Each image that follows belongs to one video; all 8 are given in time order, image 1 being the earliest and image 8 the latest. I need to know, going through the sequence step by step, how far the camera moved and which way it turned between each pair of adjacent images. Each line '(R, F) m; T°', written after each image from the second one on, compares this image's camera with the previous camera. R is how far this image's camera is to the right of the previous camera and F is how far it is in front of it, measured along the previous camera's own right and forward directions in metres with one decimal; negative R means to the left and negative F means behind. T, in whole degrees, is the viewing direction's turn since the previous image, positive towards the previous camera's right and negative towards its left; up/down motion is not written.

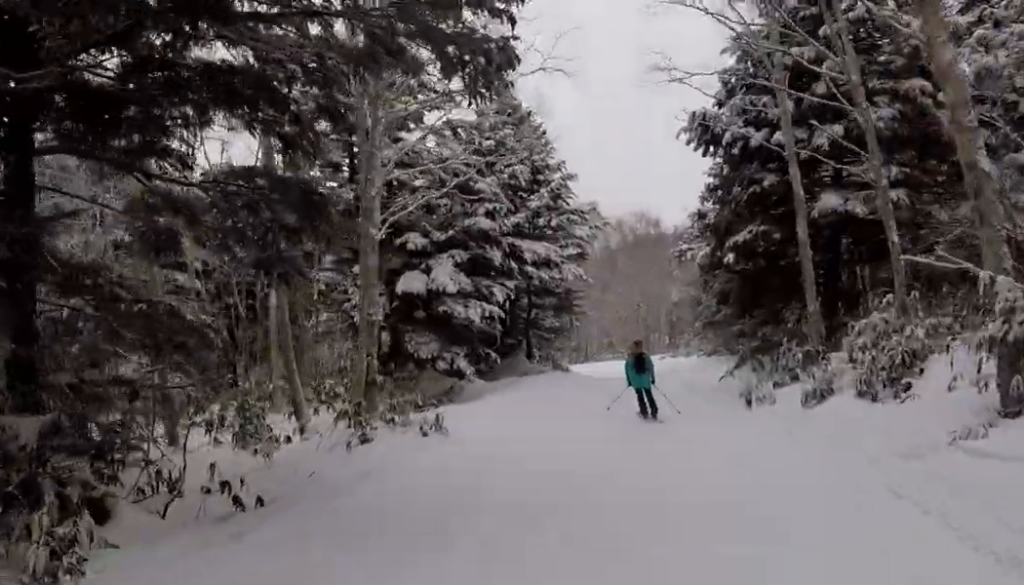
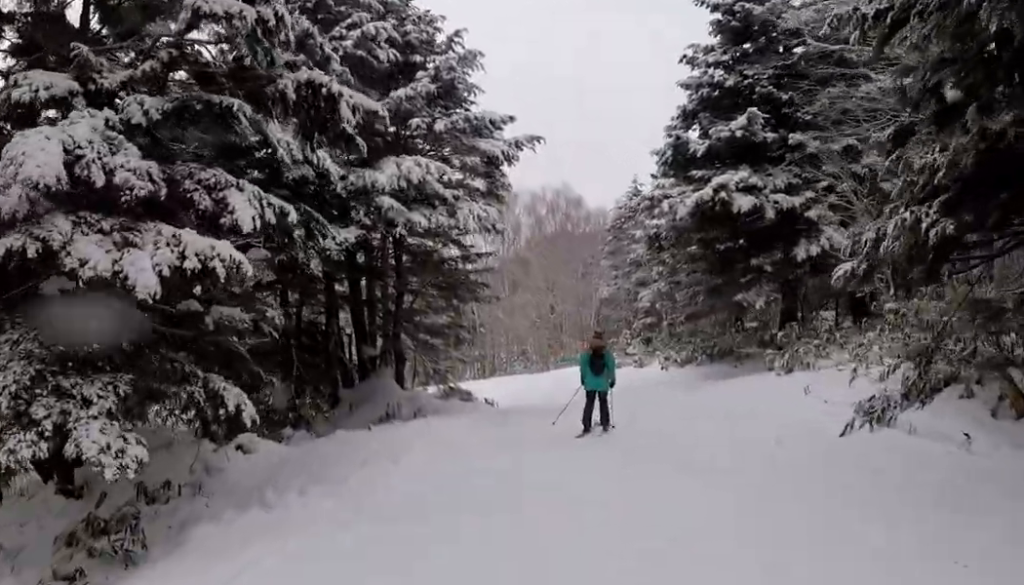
(-0.3, +13.6) m; +9°
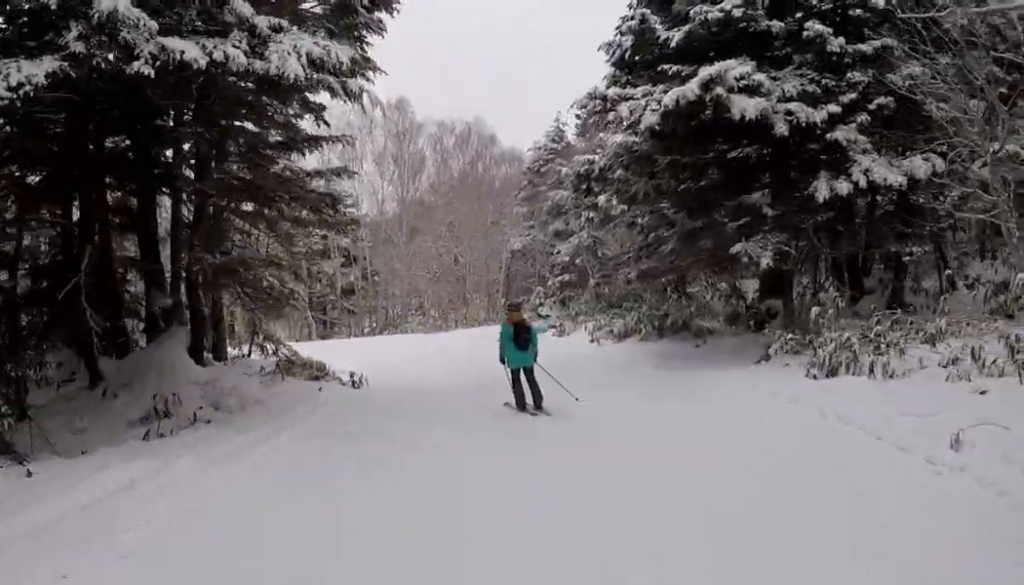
(+0.6, +7.0) m; +2°
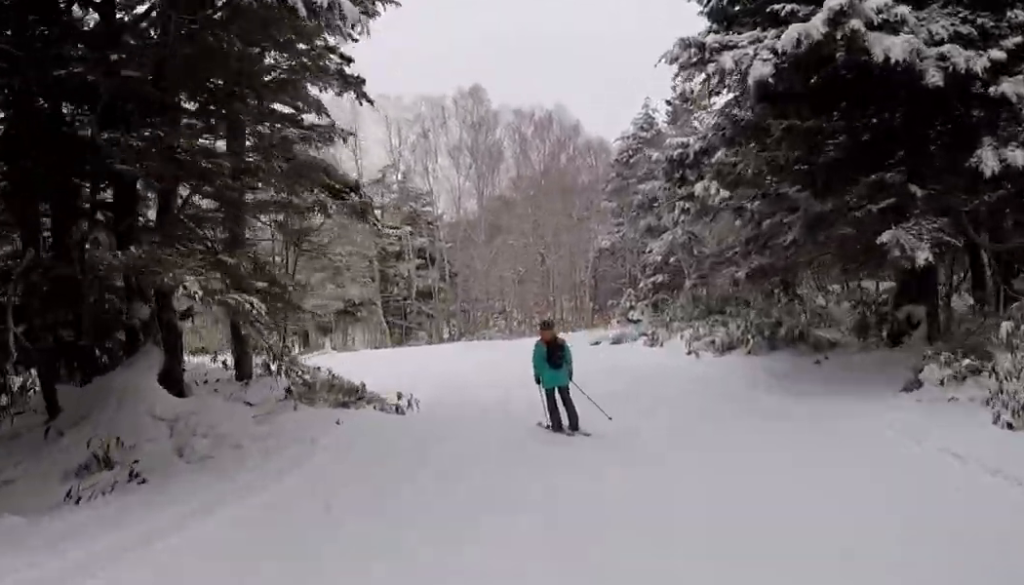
(-0.1, +3.1) m; -6°
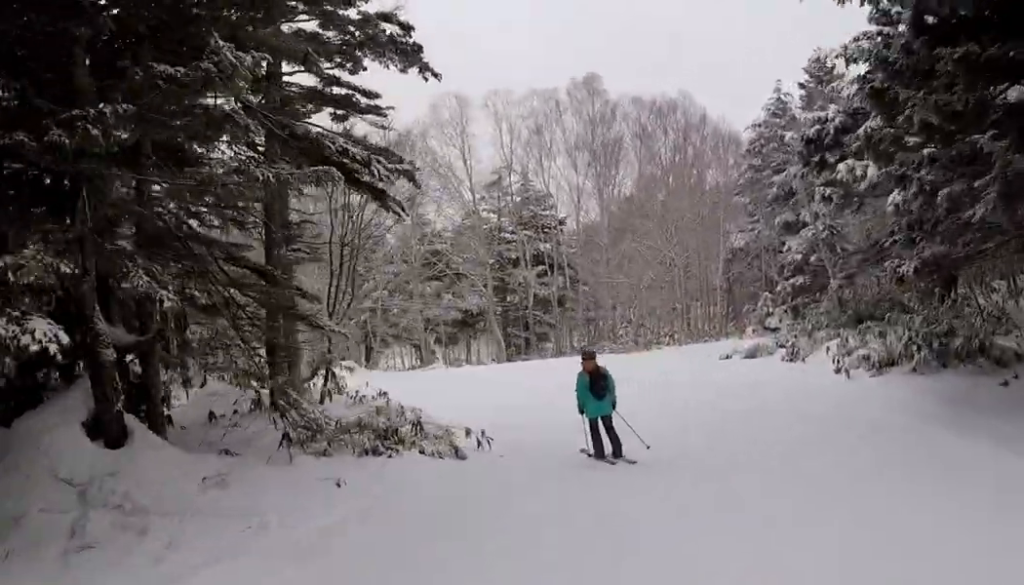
(+0.1, +3.4) m; -8°
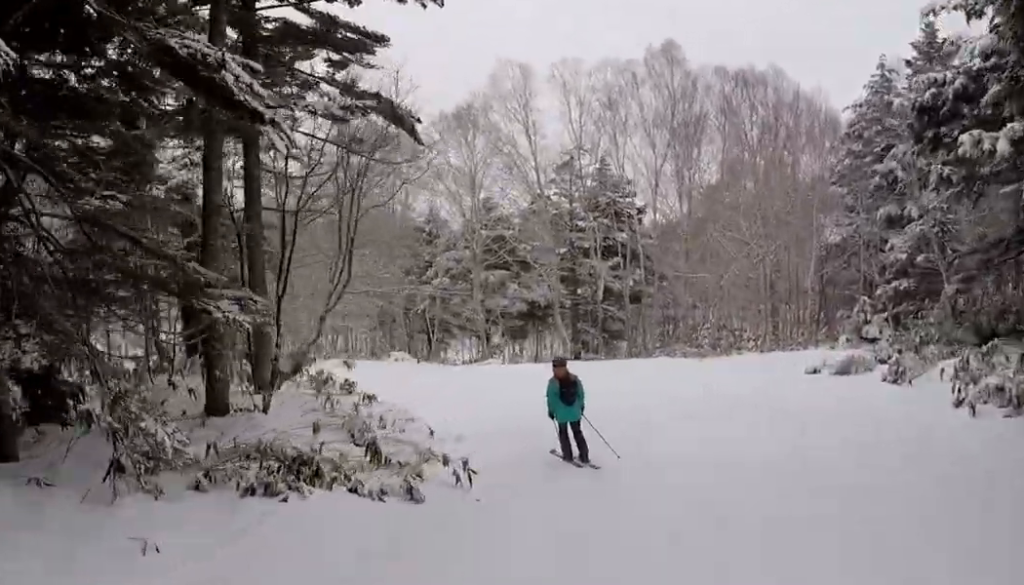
(-0.4, +3.5) m; -10°
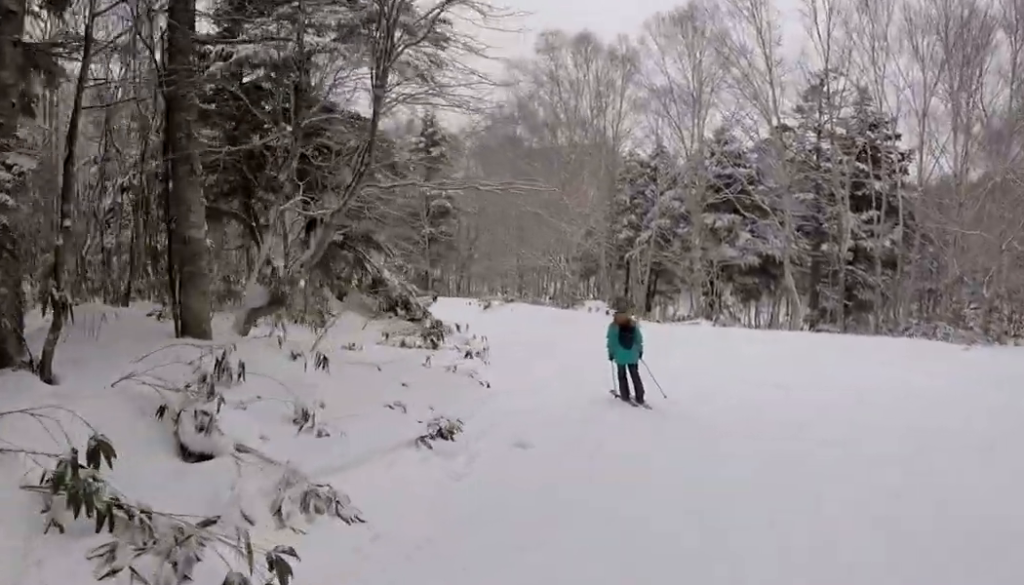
(-1.2, +6.5) m; -17°
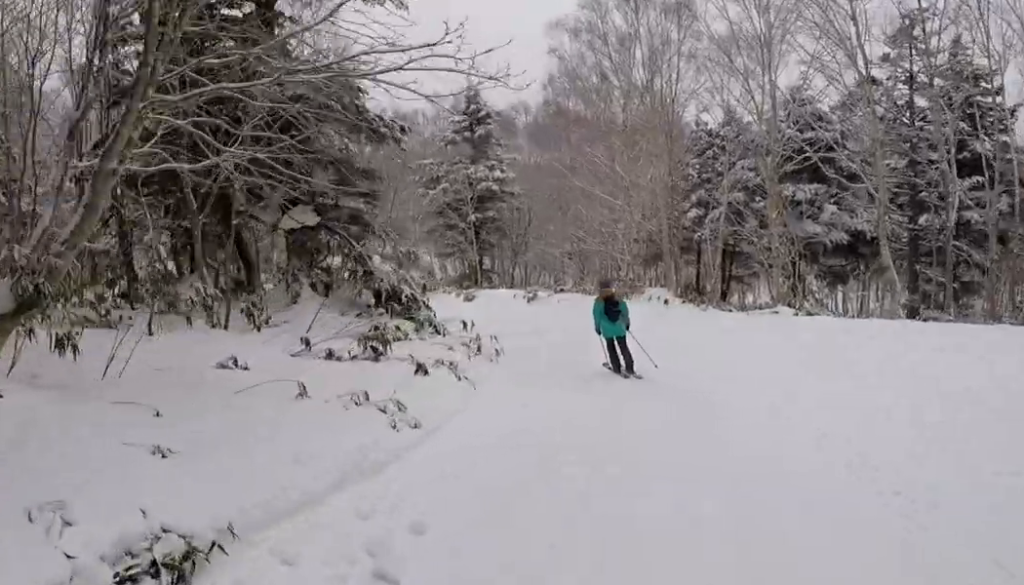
(-0.3, +4.5) m; -8°
